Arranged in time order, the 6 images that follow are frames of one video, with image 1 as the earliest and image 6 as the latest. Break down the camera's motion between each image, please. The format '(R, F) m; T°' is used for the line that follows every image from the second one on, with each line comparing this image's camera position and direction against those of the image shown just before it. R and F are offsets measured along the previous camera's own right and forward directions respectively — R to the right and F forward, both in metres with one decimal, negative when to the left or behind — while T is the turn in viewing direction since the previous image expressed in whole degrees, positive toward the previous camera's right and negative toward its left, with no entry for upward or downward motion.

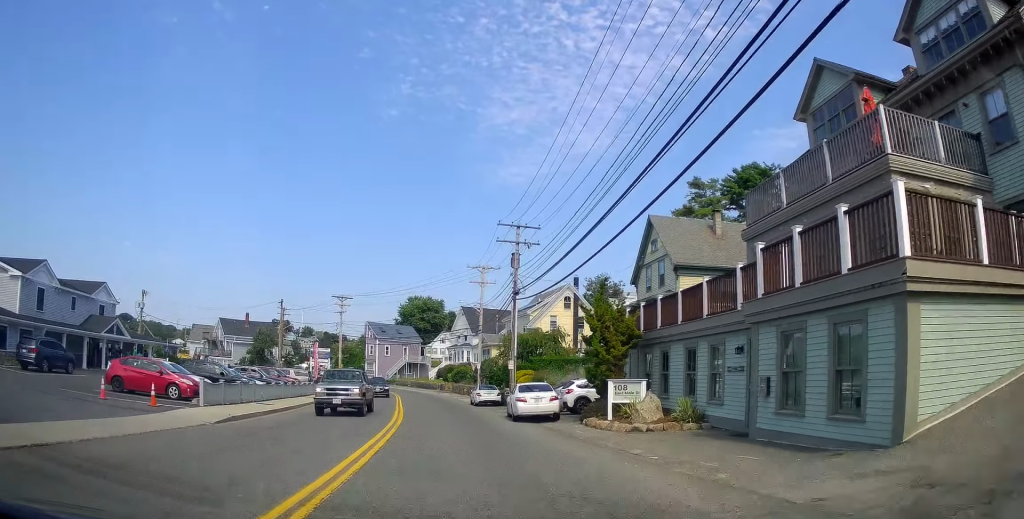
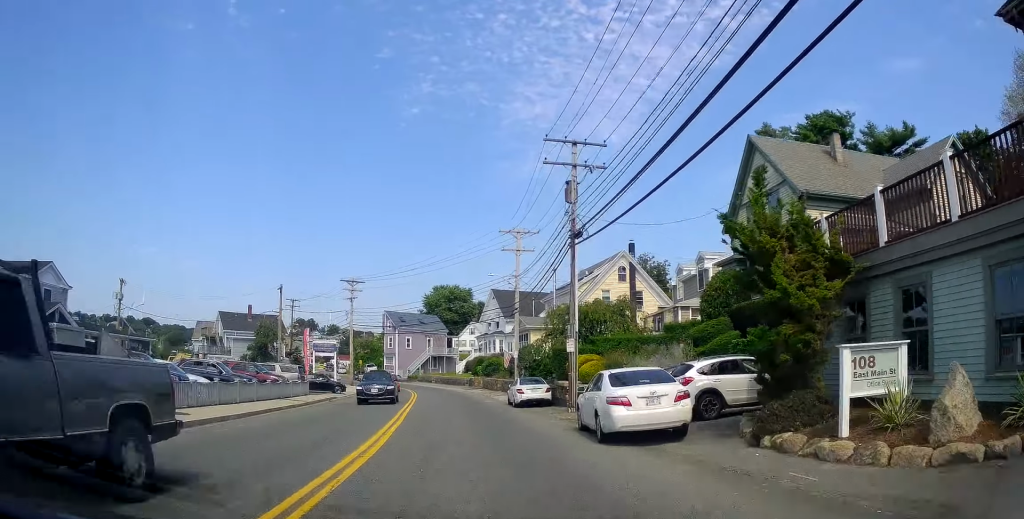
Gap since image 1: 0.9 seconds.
(-0.6, +10.9) m; -2°
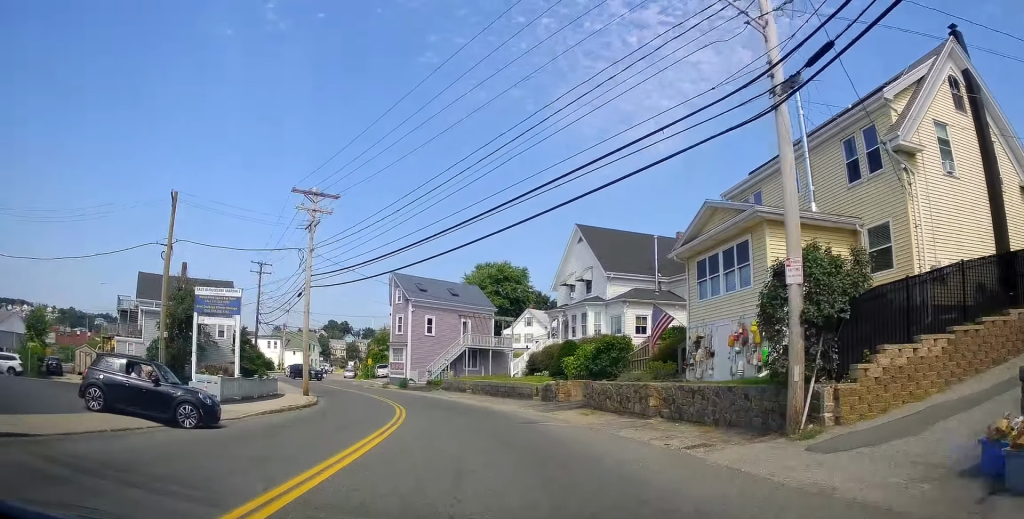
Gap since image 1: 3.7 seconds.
(-1.6, +33.8) m; -5°
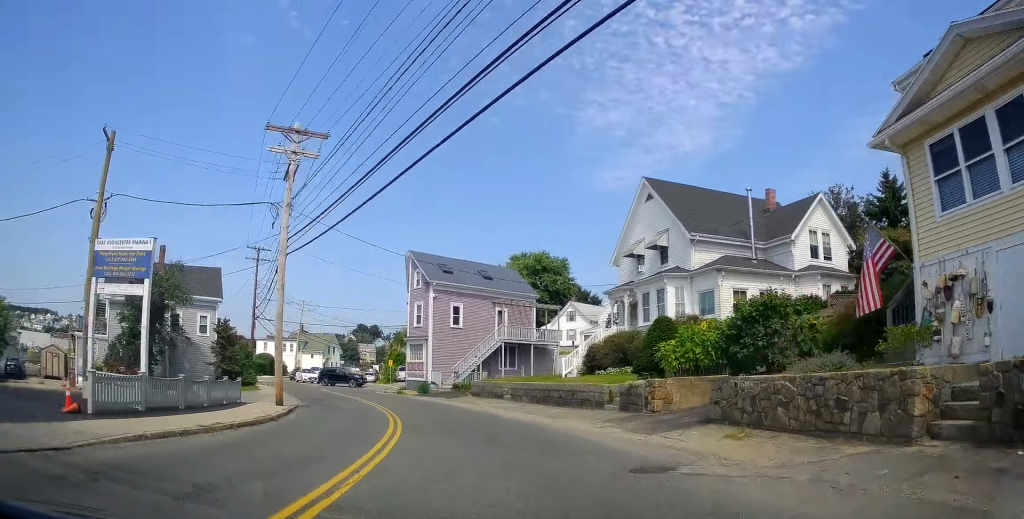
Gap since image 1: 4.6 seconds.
(0.0, +10.0) m; -2°
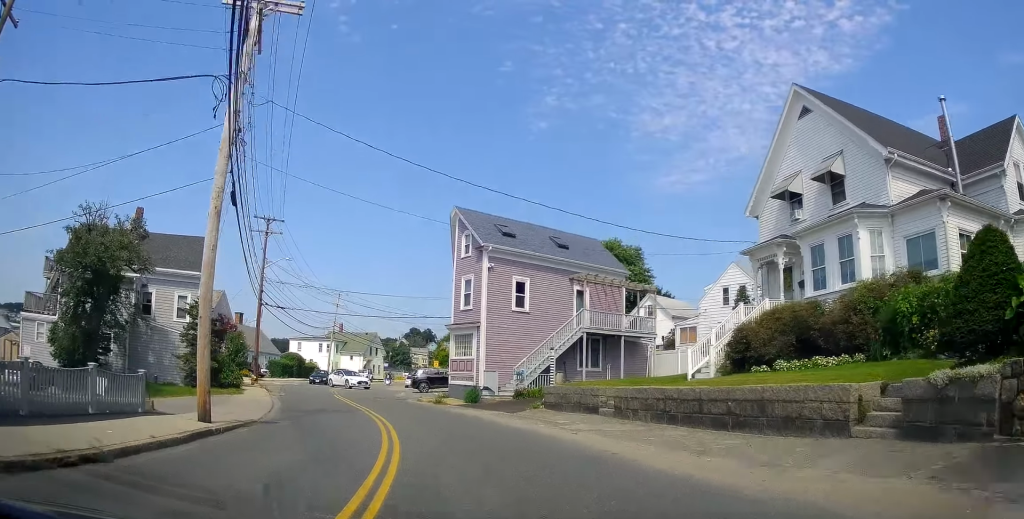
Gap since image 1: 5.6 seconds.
(-0.4, +11.6) m; -5°
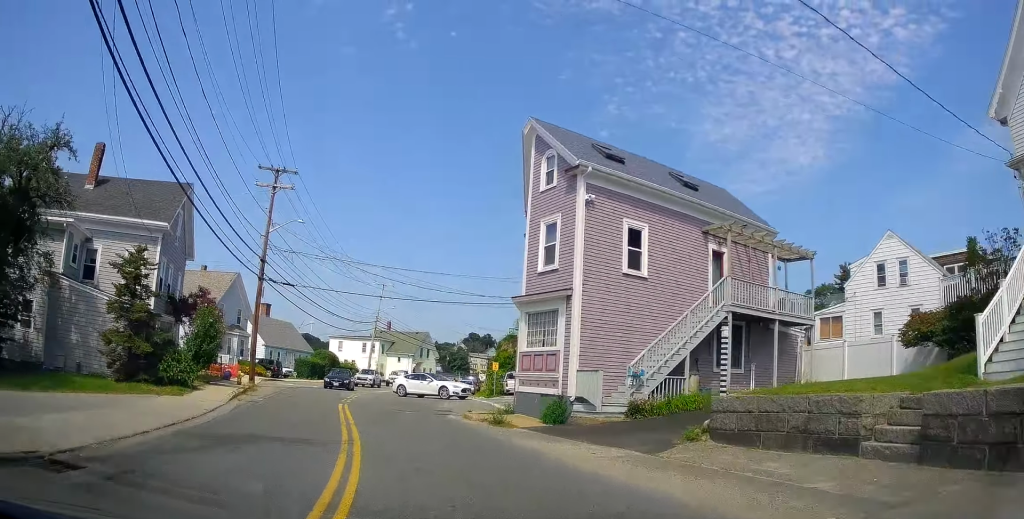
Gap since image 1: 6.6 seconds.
(-0.7, +11.7) m; -7°
